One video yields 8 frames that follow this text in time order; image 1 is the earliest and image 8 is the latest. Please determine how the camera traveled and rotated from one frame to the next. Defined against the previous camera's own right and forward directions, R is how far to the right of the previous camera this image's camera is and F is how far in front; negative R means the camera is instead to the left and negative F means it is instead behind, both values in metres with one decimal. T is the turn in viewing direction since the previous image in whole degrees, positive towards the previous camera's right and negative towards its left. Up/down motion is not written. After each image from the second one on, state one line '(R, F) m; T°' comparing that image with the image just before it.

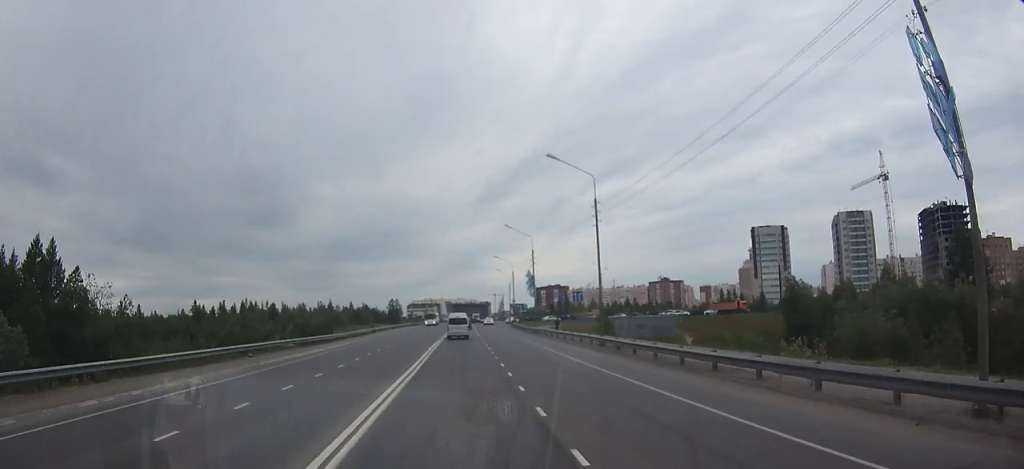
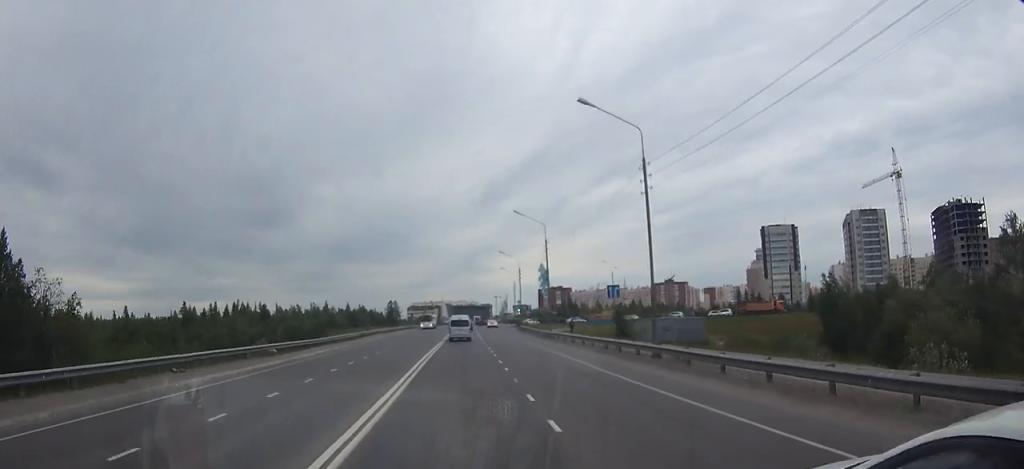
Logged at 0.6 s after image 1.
(0.0, +8.9) m; 0°
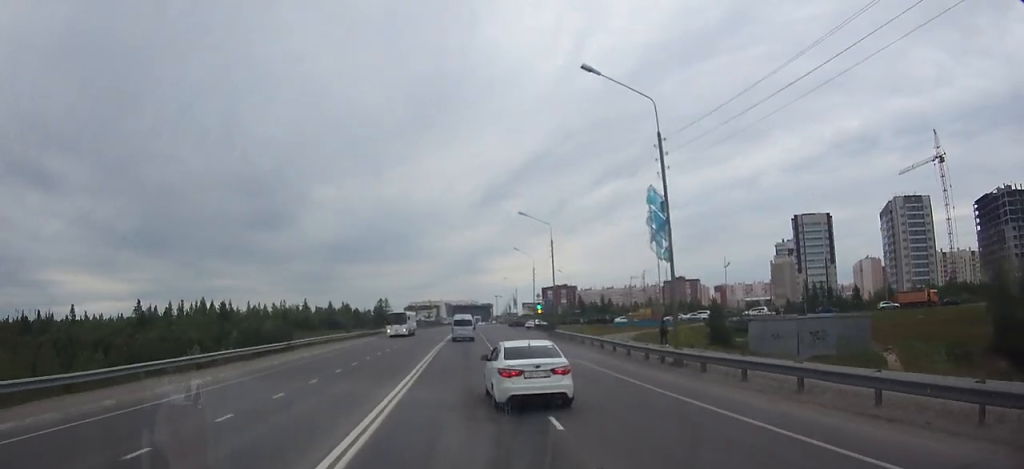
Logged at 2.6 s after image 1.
(0.0, +31.2) m; 0°
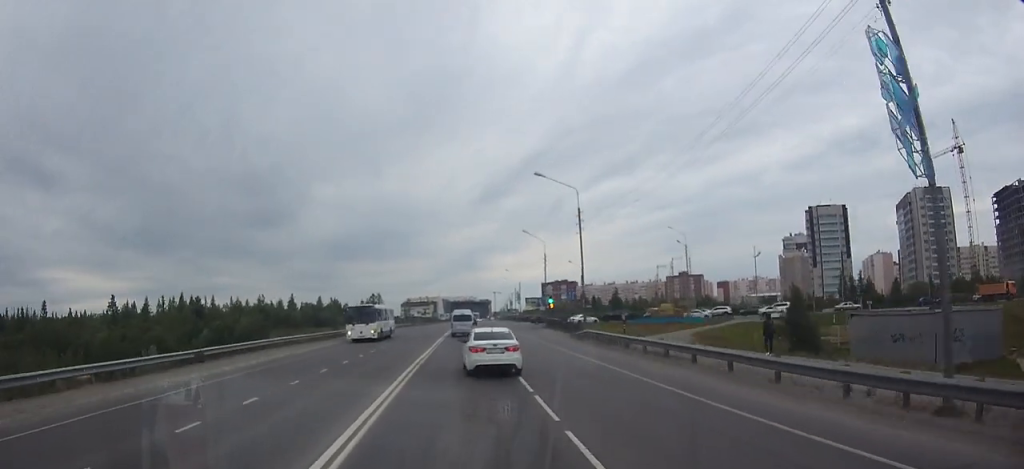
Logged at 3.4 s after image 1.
(0.0, +14.3) m; 0°
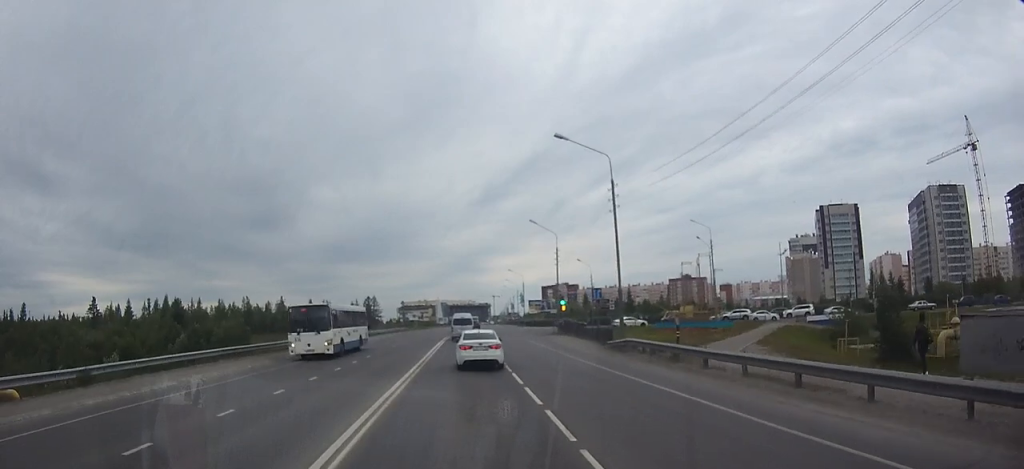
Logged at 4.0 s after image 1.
(0.0, +10.0) m; 0°
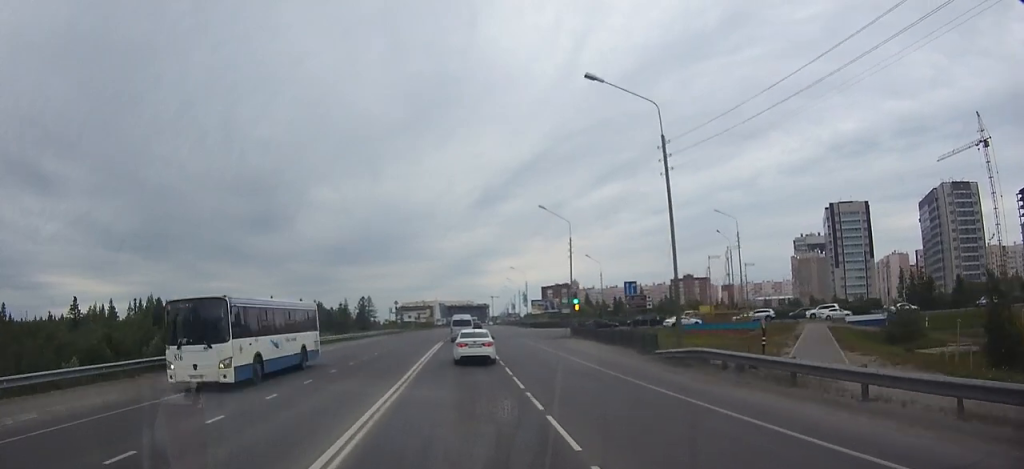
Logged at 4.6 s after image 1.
(0.0, +9.0) m; 0°
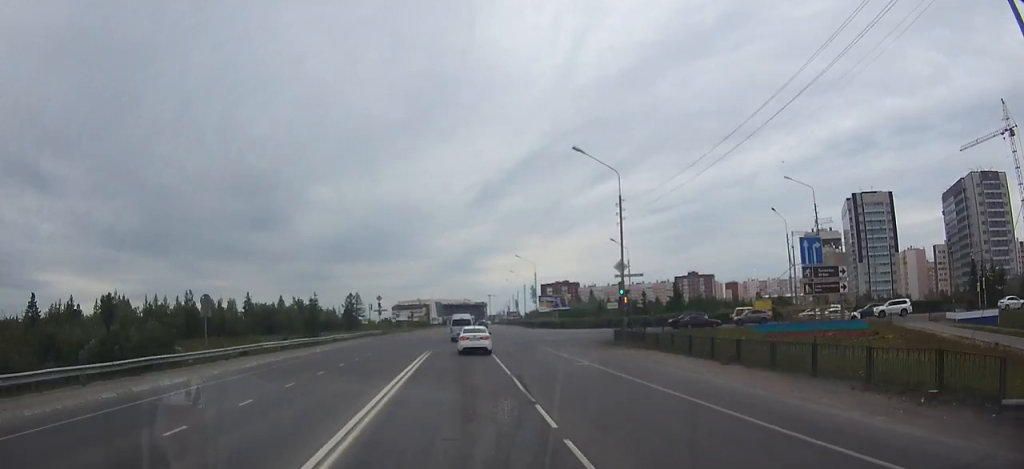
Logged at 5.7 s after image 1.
(+0.1, +19.3) m; 0°
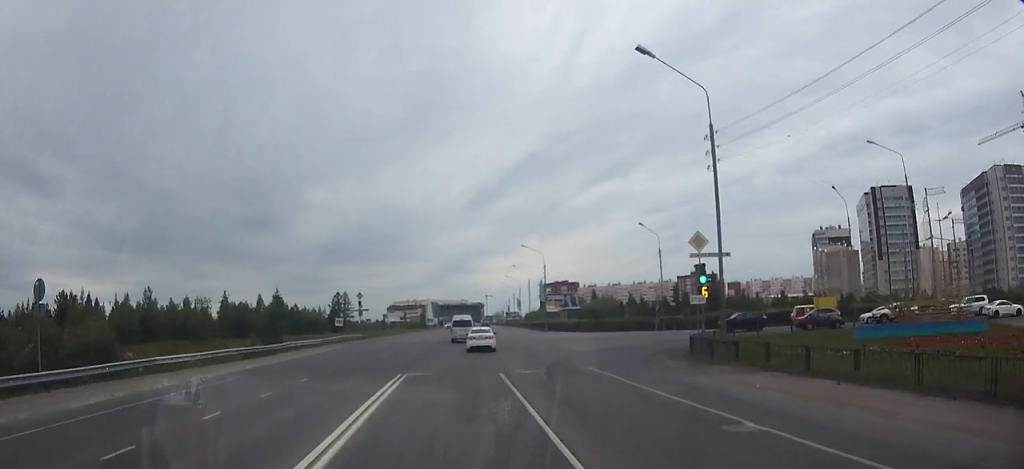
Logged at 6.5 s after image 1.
(0.0, +16.2) m; 0°
